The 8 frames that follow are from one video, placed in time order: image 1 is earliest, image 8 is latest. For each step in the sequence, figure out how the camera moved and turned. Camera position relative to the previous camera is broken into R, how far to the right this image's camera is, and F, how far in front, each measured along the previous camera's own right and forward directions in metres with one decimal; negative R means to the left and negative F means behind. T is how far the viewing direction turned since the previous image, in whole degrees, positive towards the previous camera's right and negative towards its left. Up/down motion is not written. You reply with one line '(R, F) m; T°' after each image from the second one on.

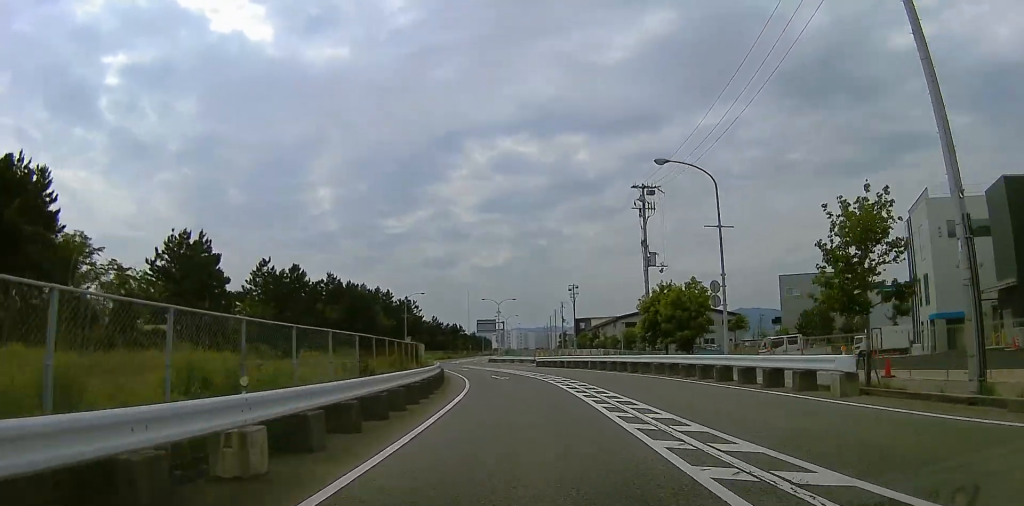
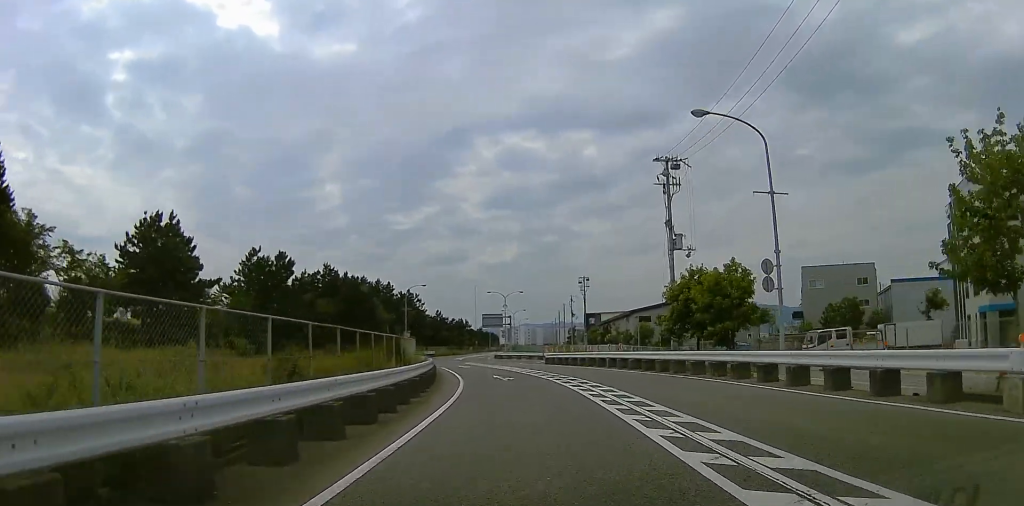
(-0.5, +5.3) m; 0°
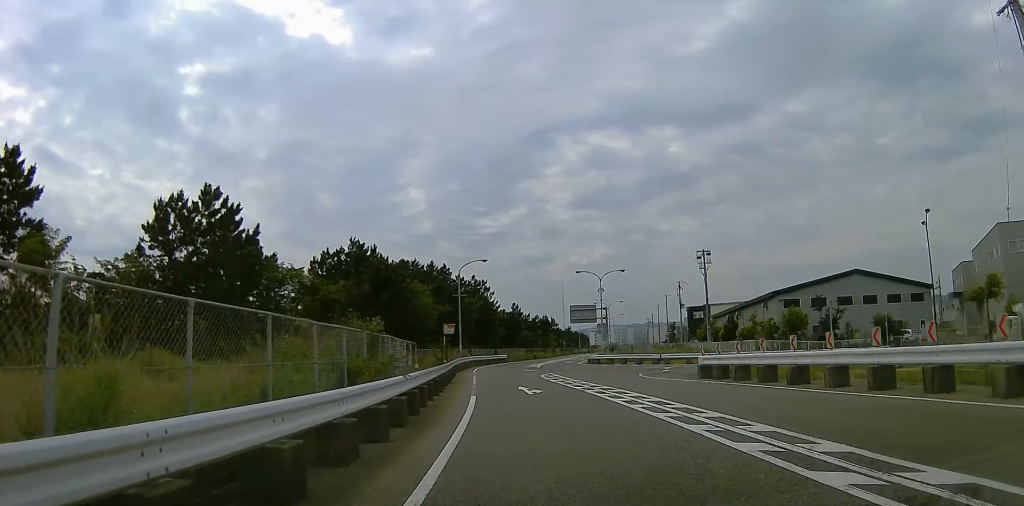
(0.0, +25.8) m; -2°
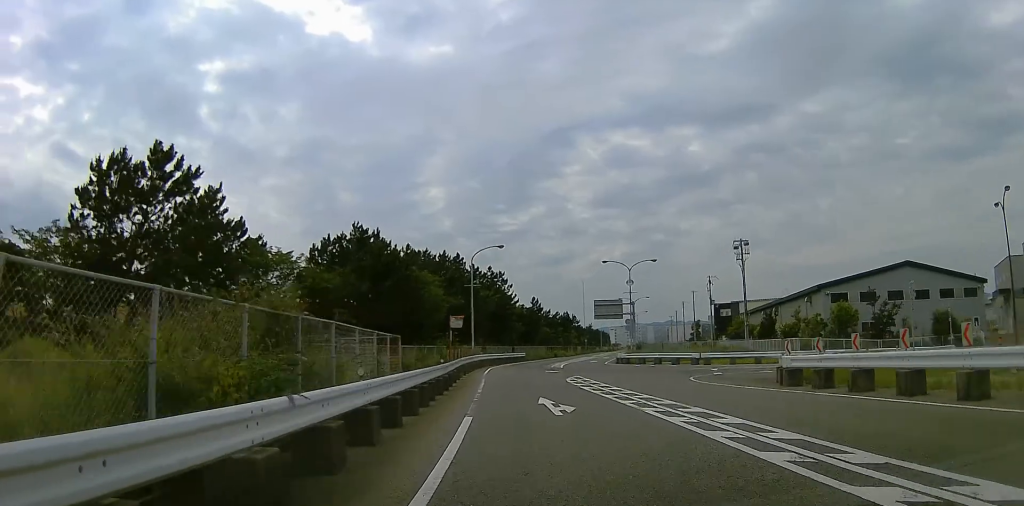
(-0.5, +6.7) m; -2°
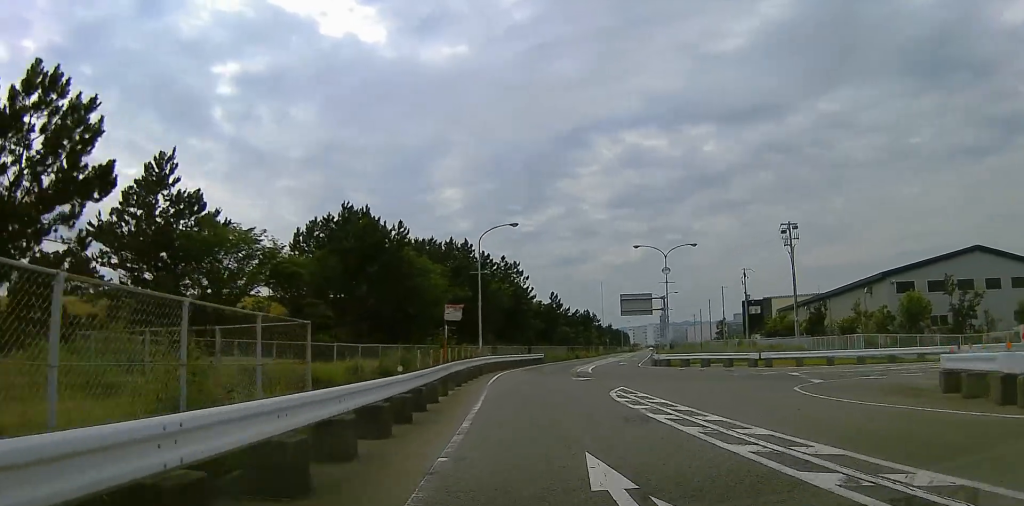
(+0.3, +9.4) m; -6°
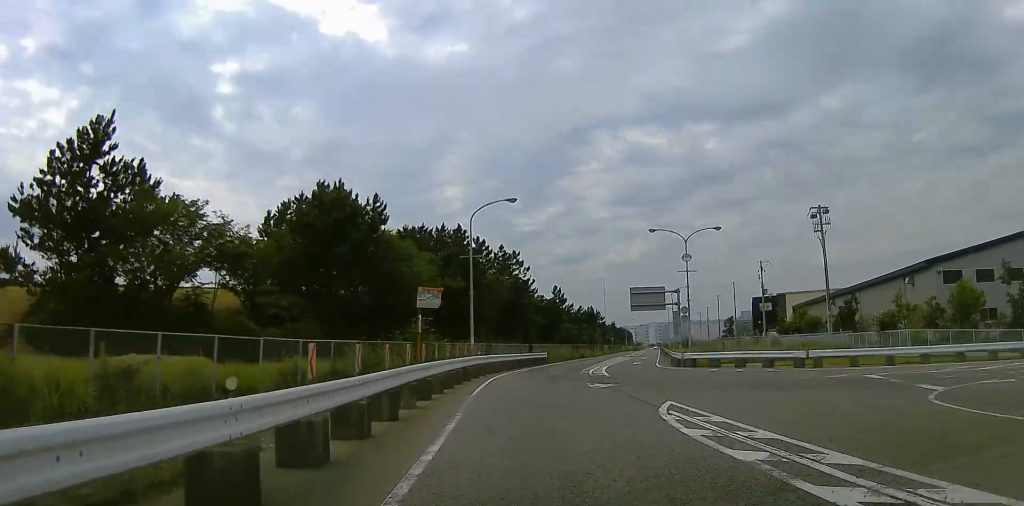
(+0.1, +6.8) m; -3°
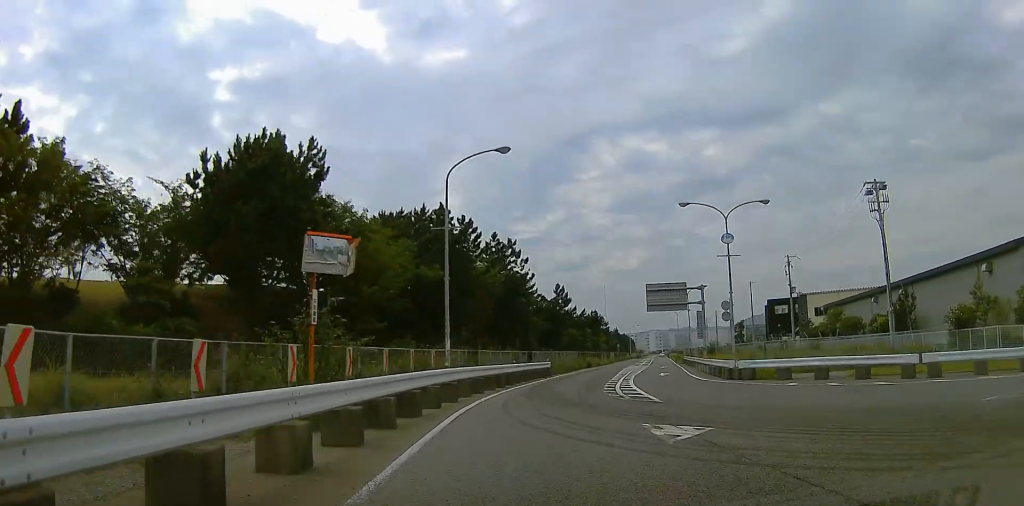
(-1.8, +10.1) m; -2°
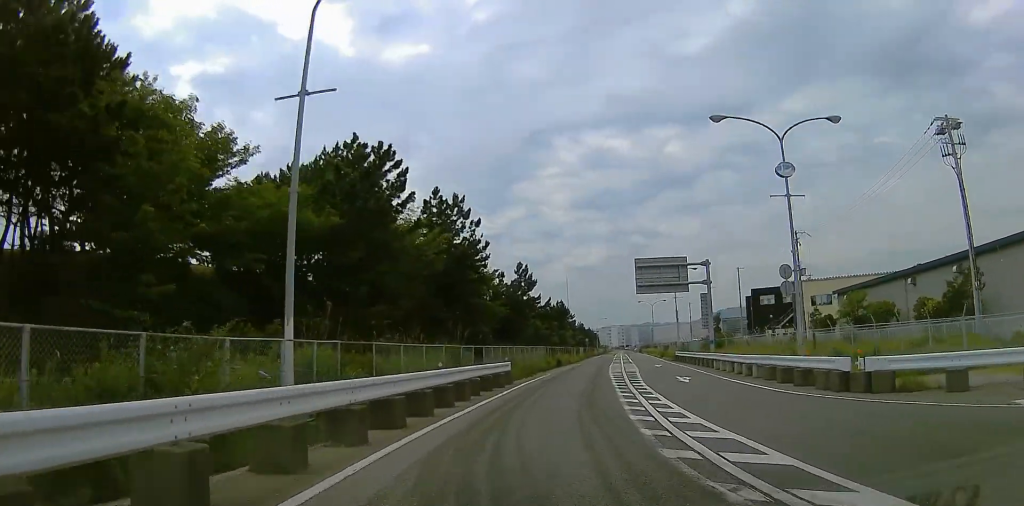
(+1.6, +13.8) m; +10°
